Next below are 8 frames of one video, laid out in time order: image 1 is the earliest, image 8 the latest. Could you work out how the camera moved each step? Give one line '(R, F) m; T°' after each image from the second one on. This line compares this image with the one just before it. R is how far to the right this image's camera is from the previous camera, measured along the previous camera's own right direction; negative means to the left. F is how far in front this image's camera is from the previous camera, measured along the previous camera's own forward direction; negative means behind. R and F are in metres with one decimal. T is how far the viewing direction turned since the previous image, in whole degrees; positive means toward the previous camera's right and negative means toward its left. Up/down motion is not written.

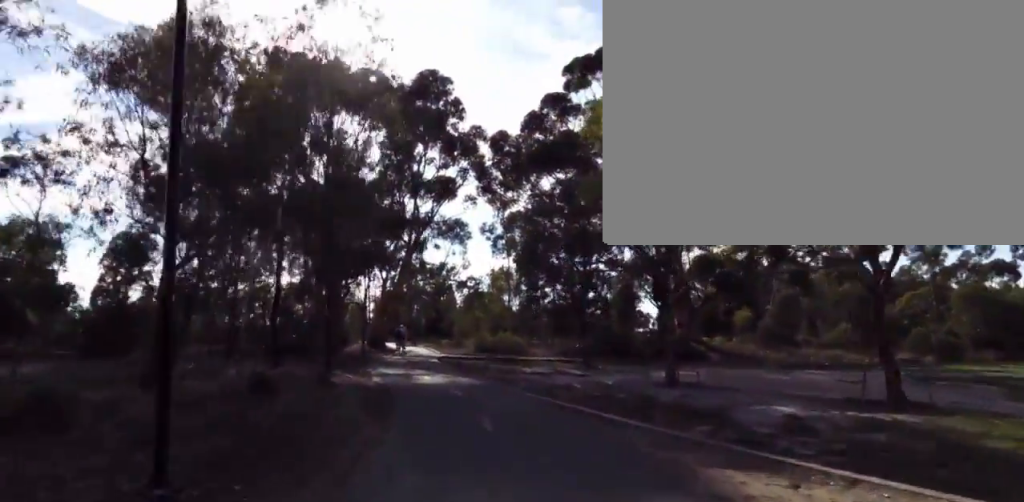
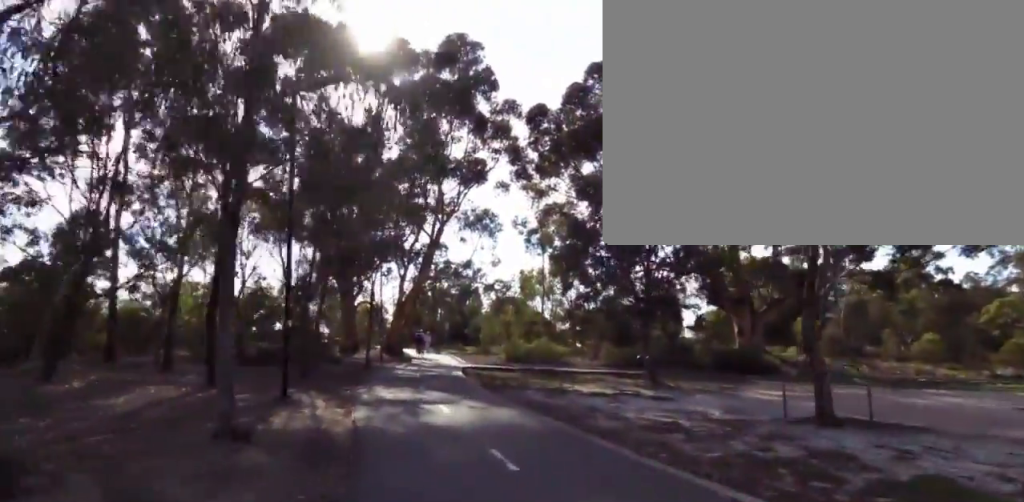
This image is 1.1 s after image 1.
(0.0, +5.6) m; 0°
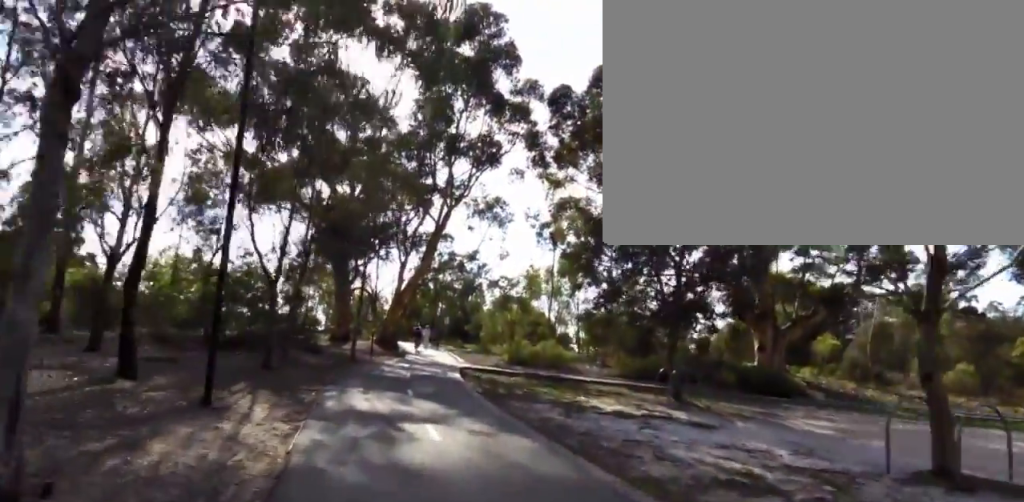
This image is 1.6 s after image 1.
(0.0, +2.7) m; 0°
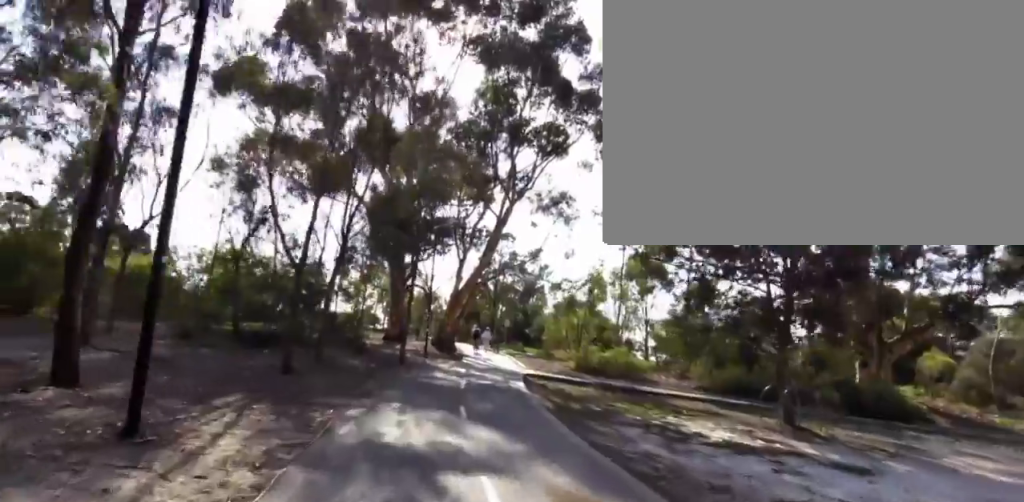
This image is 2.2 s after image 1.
(0.0, +2.8) m; 0°
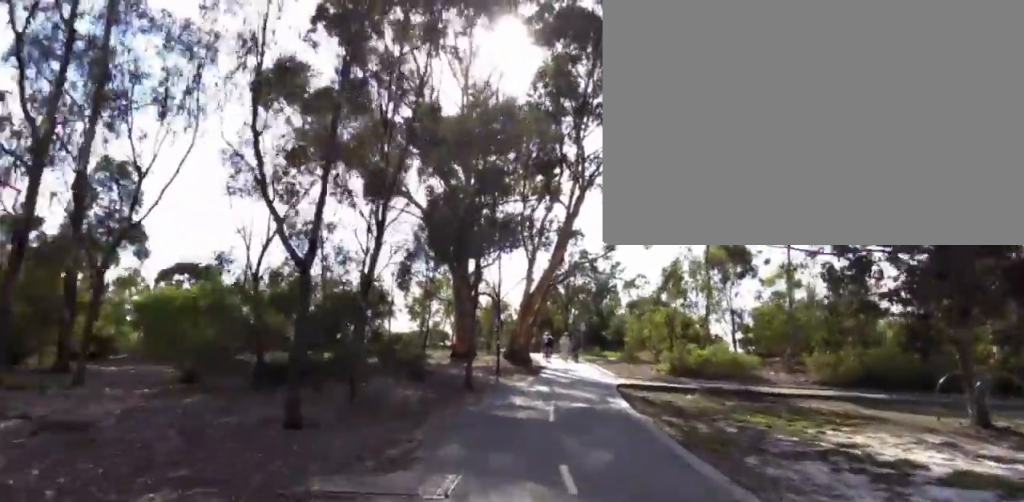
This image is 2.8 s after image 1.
(0.0, +3.4) m; 0°
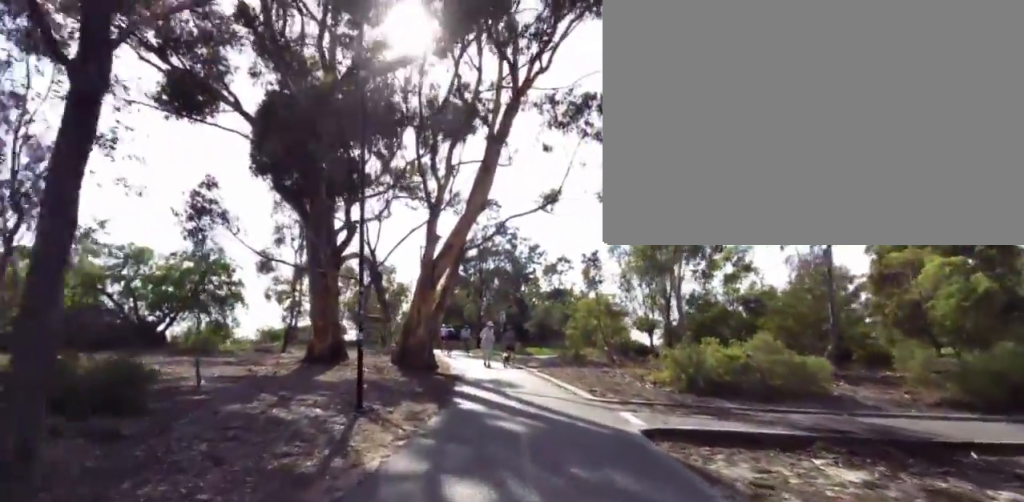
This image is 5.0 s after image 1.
(0.0, +11.9) m; 0°
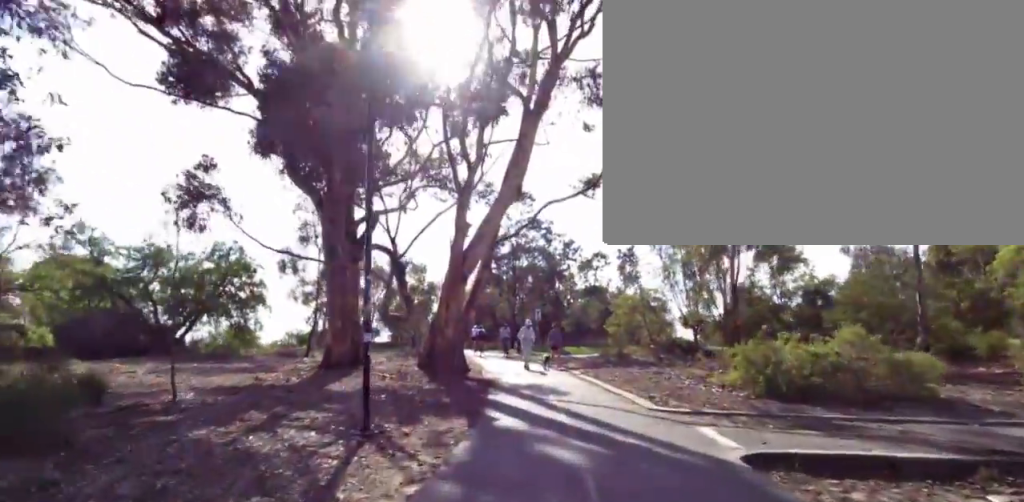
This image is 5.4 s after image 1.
(0.0, +2.2) m; 0°
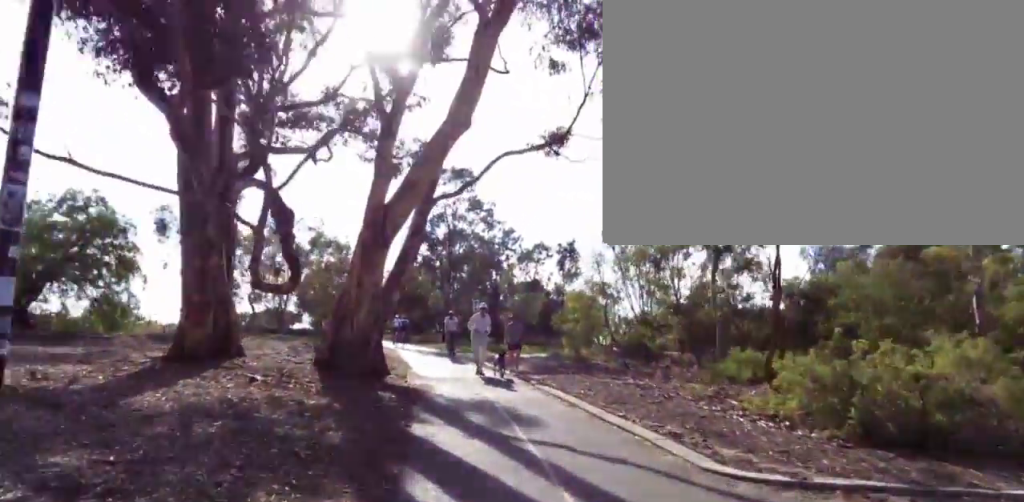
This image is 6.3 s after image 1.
(+0.1, +5.0) m; +12°
